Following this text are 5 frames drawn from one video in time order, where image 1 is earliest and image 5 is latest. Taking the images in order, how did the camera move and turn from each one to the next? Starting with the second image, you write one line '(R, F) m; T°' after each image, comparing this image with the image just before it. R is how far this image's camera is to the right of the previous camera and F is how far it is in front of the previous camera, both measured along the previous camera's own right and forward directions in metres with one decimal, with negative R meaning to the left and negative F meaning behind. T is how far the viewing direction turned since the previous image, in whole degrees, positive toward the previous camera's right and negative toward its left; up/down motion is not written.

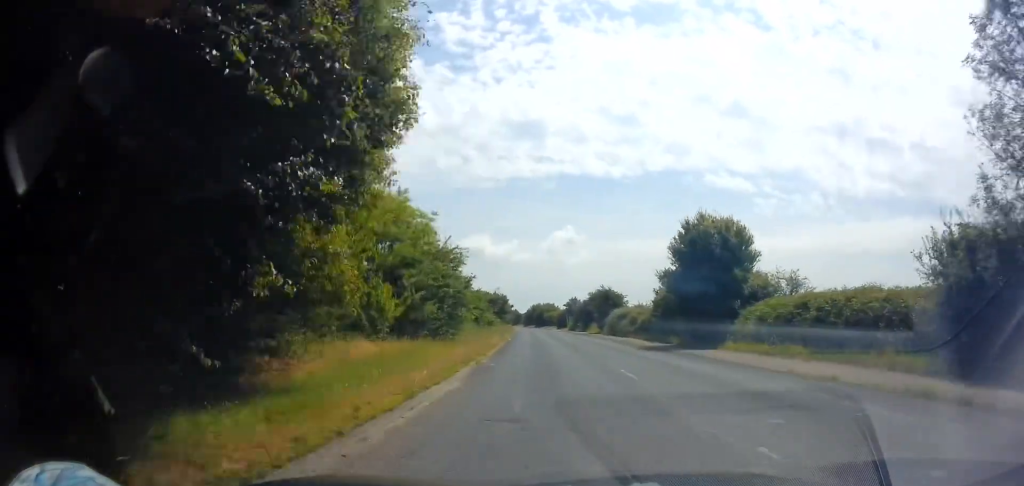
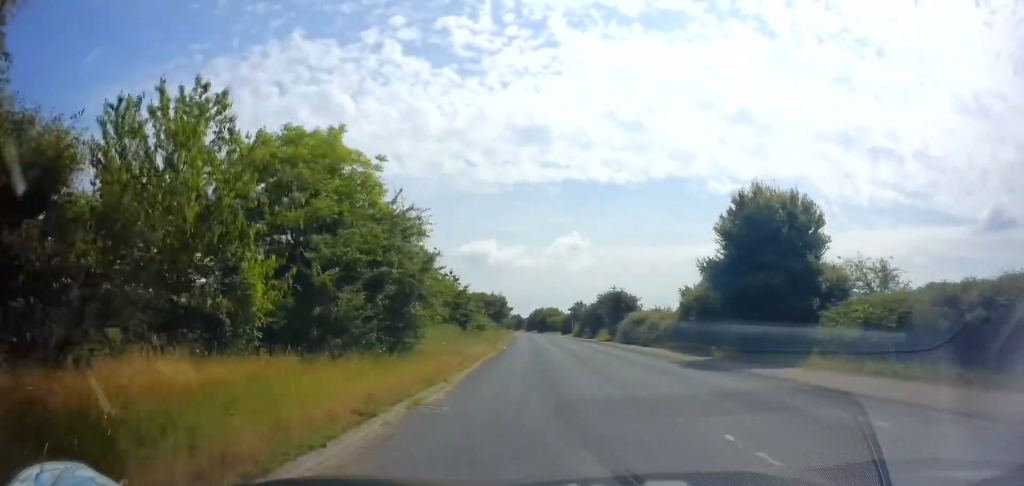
(0.0, +7.9) m; 0°
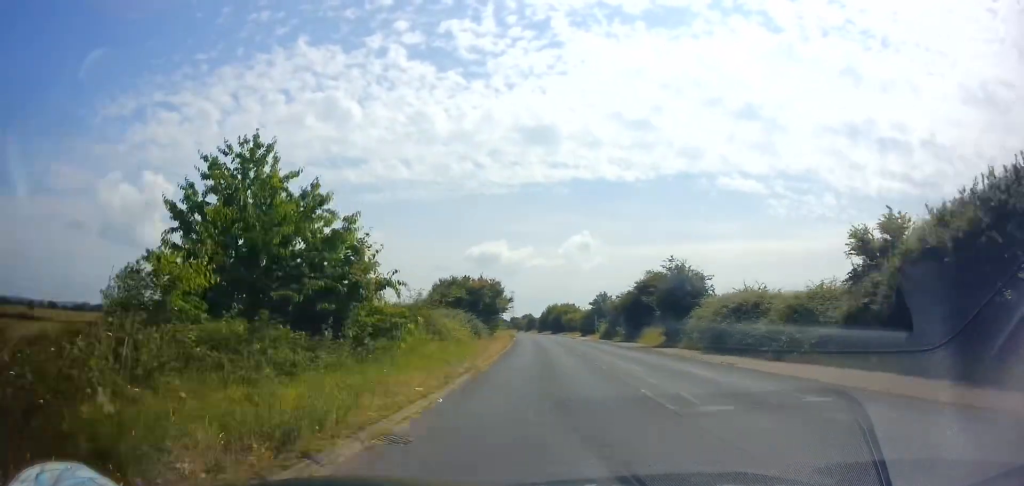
(-0.1, +21.9) m; -3°
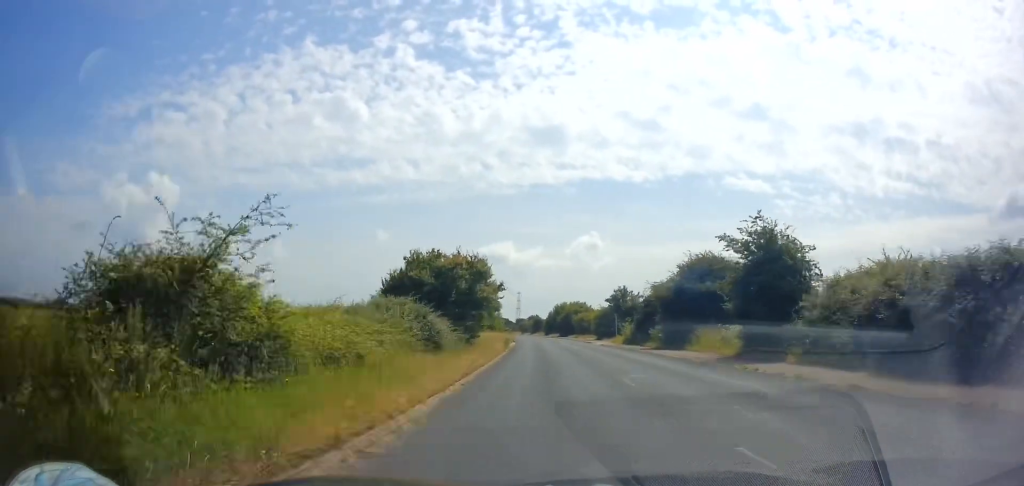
(-0.6, +14.2) m; -1°
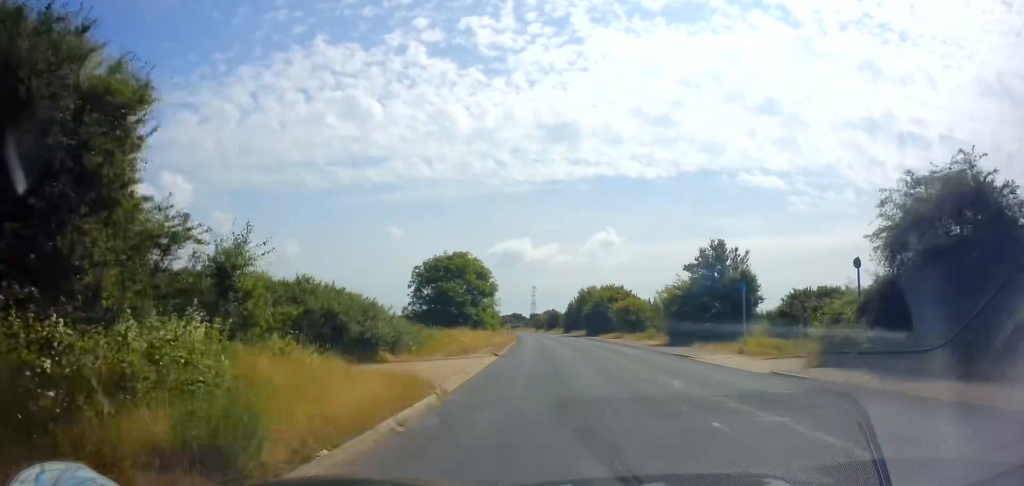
(-0.1, +35.0) m; -2°
